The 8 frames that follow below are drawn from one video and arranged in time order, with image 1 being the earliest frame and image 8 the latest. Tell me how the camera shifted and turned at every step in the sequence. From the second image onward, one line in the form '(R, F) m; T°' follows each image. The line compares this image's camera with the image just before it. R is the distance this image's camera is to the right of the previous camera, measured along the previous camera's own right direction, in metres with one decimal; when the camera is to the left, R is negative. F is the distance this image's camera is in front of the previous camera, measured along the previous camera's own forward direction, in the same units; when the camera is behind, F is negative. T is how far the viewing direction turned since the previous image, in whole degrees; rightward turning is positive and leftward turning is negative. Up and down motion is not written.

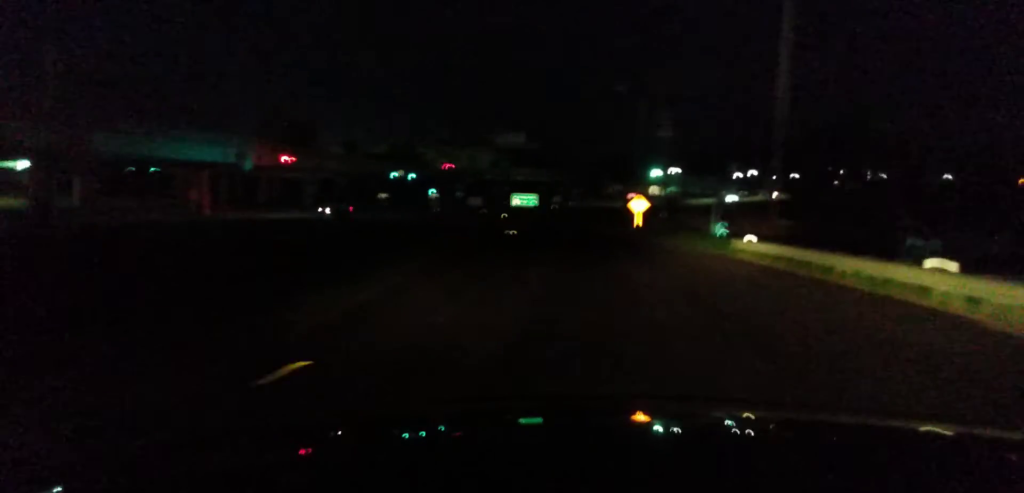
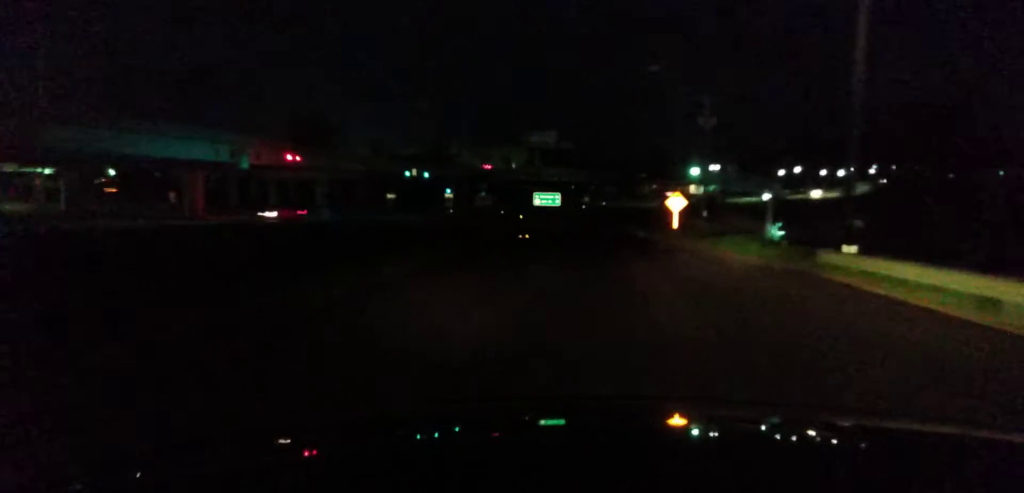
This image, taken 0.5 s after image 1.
(-0.2, +10.0) m; -2°
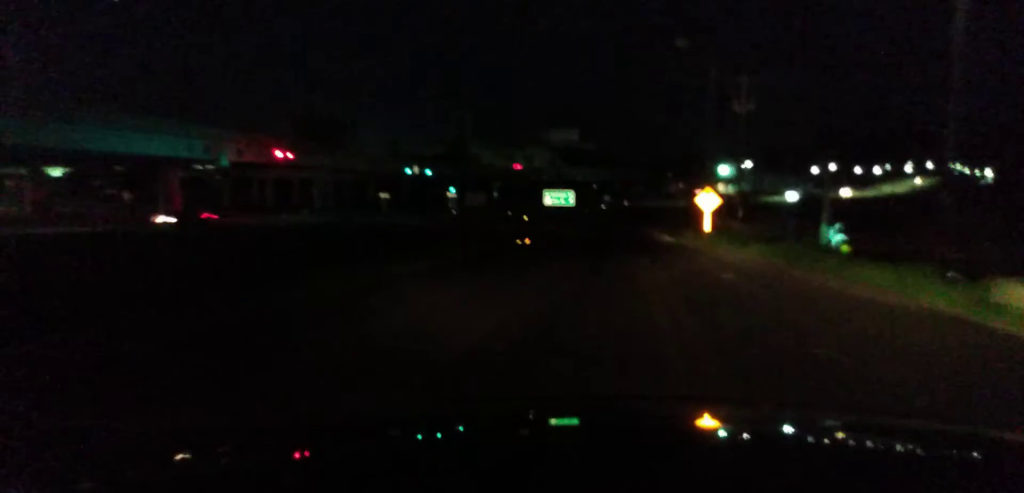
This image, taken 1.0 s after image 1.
(0.0, +8.7) m; -2°
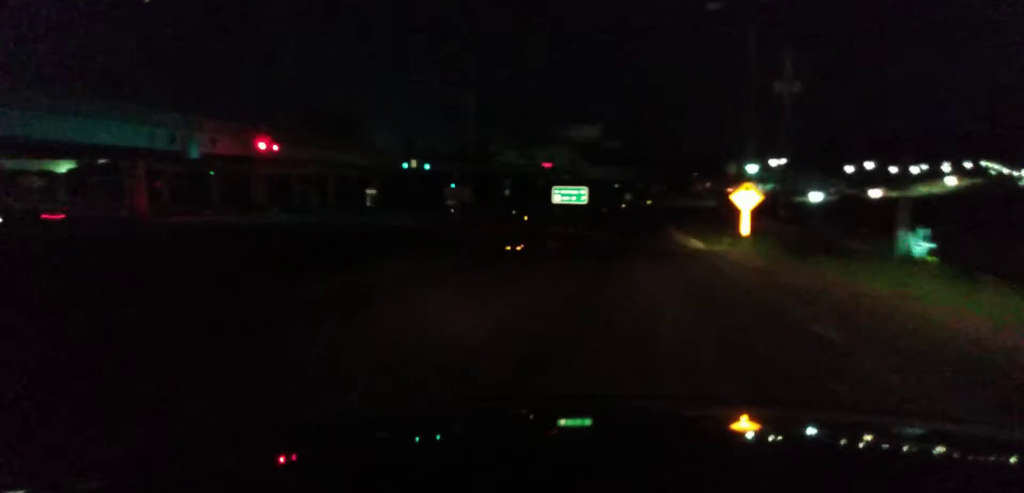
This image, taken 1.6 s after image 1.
(0.0, +10.6) m; -2°
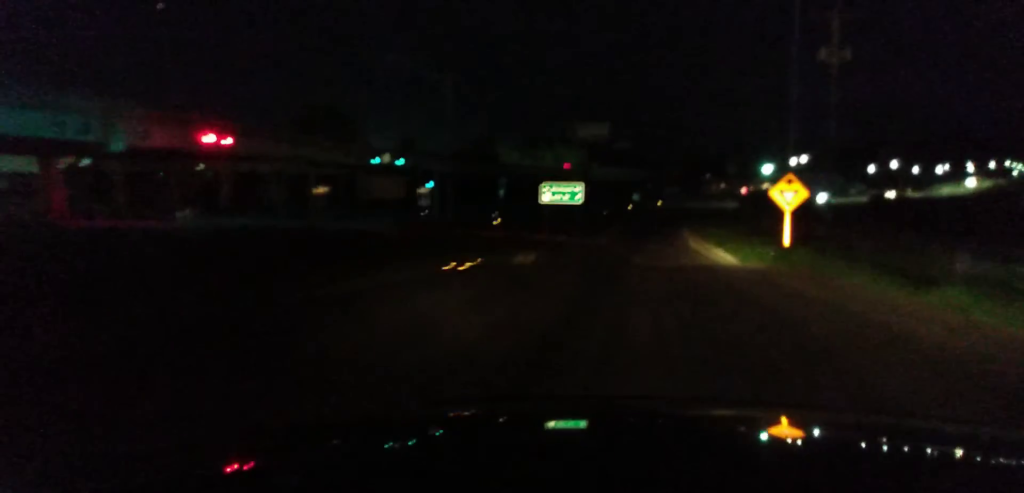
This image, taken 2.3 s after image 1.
(-0.5, +12.1) m; -2°
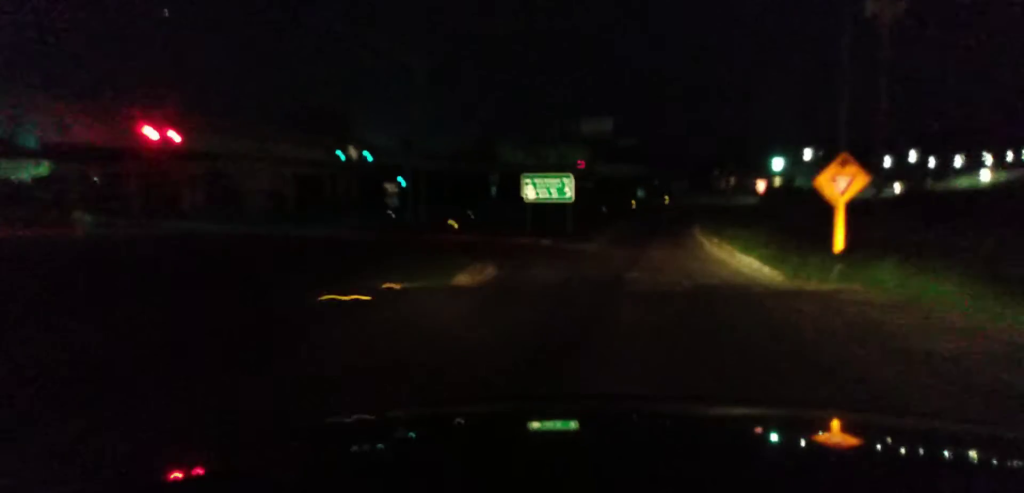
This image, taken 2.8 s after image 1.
(-0.1, +9.1) m; -1°
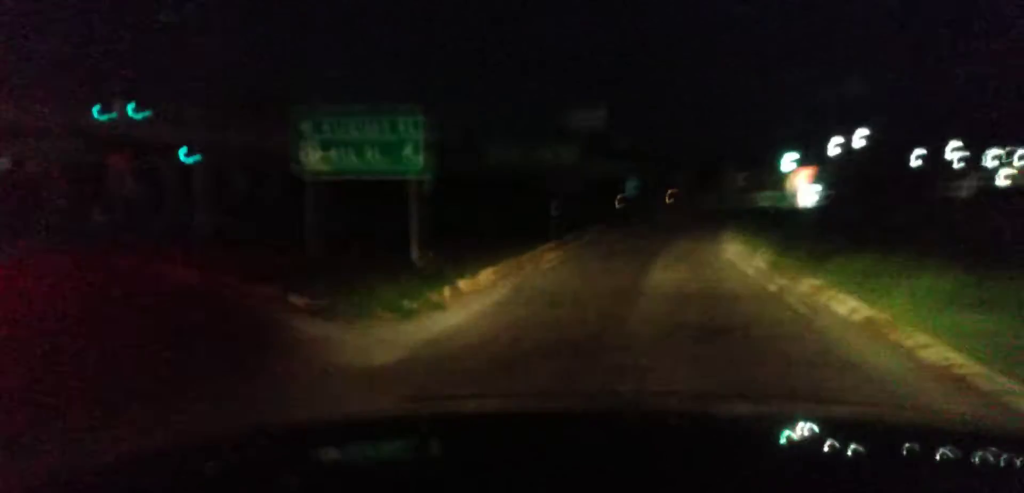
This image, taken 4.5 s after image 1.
(-0.2, +27.9) m; 0°
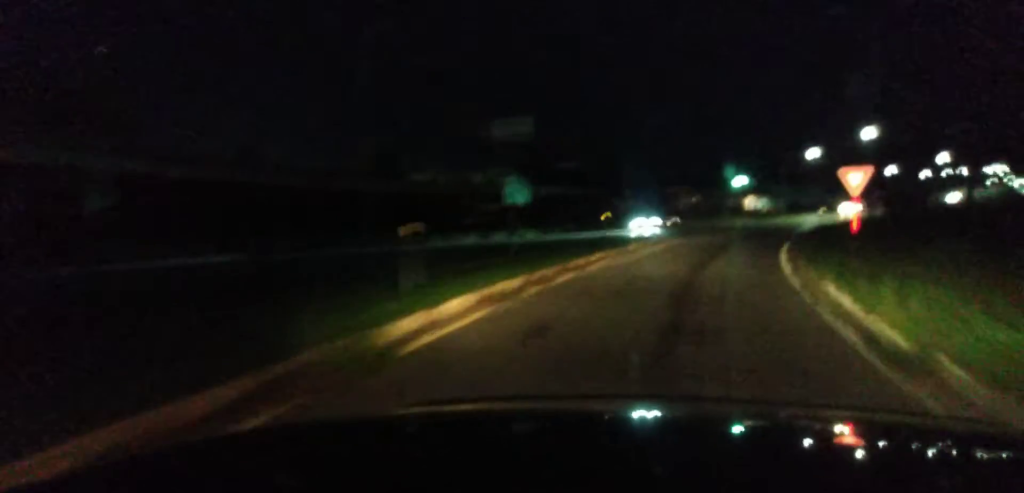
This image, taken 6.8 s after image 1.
(+0.6, +36.1) m; +4°
